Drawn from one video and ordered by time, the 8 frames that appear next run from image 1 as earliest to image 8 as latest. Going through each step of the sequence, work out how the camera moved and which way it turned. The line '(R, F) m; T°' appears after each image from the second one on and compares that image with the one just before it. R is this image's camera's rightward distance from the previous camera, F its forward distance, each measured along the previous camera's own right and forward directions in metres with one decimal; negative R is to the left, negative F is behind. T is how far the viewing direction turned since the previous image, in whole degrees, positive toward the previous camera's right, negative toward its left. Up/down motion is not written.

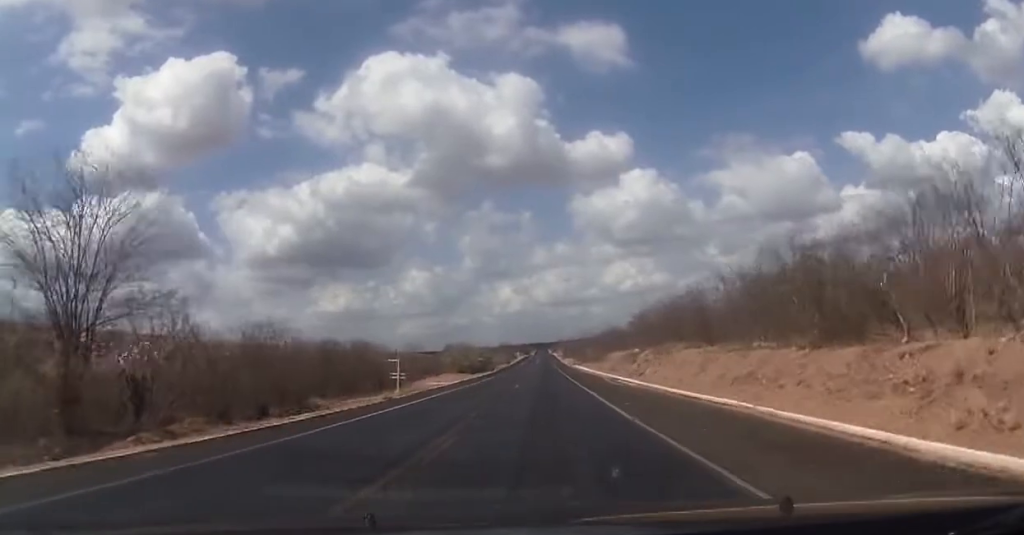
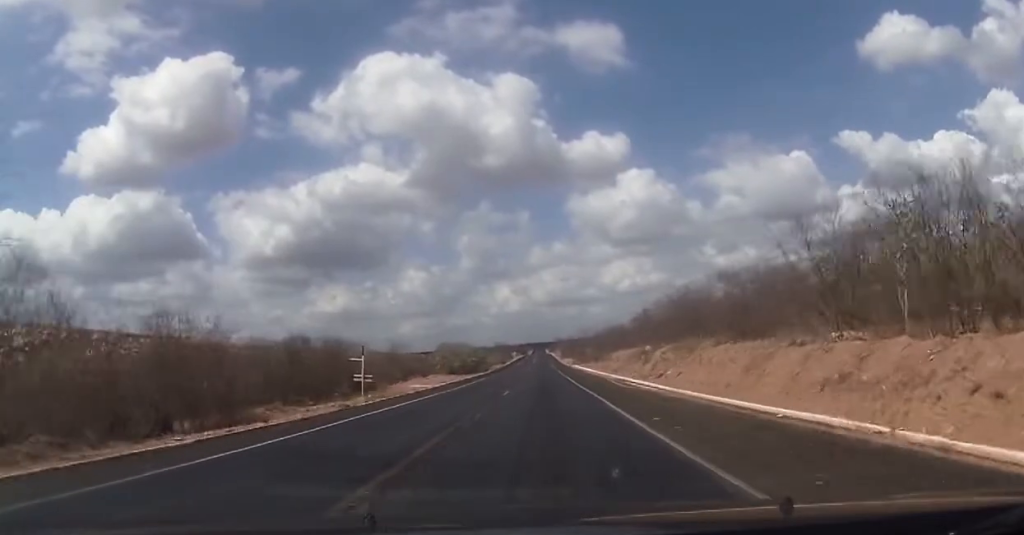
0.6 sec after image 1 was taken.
(0.0, +6.6) m; -1°
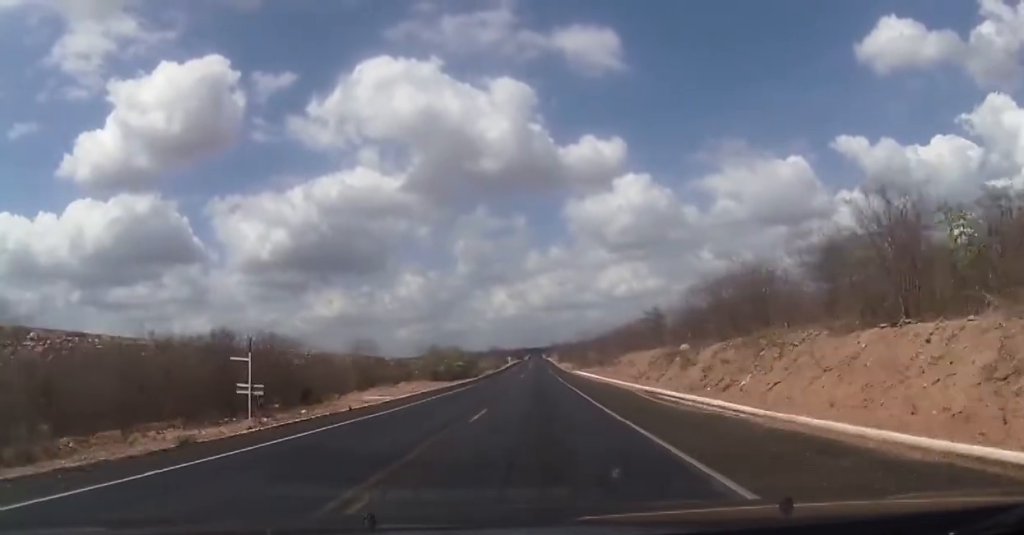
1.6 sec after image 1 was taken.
(-0.1, +12.0) m; 0°
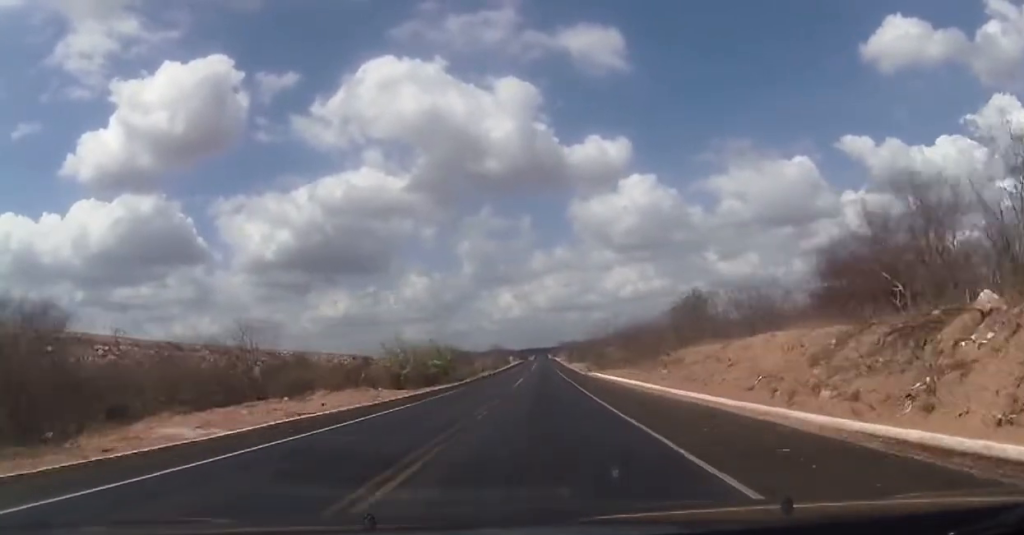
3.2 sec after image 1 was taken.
(+0.4, +22.5) m; +1°
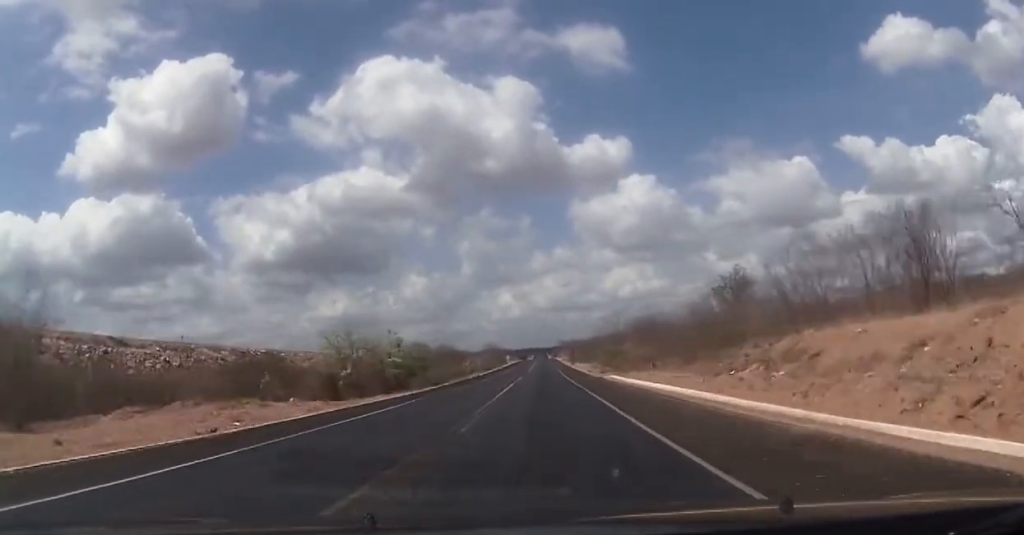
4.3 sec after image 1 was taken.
(-0.3, +17.2) m; -1°
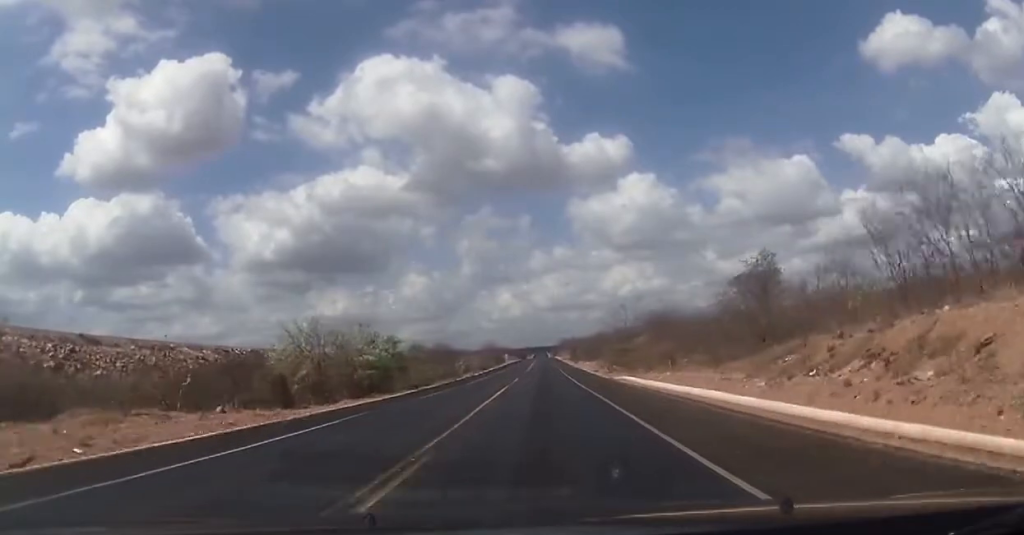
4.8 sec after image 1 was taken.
(-0.1, +7.5) m; 0°
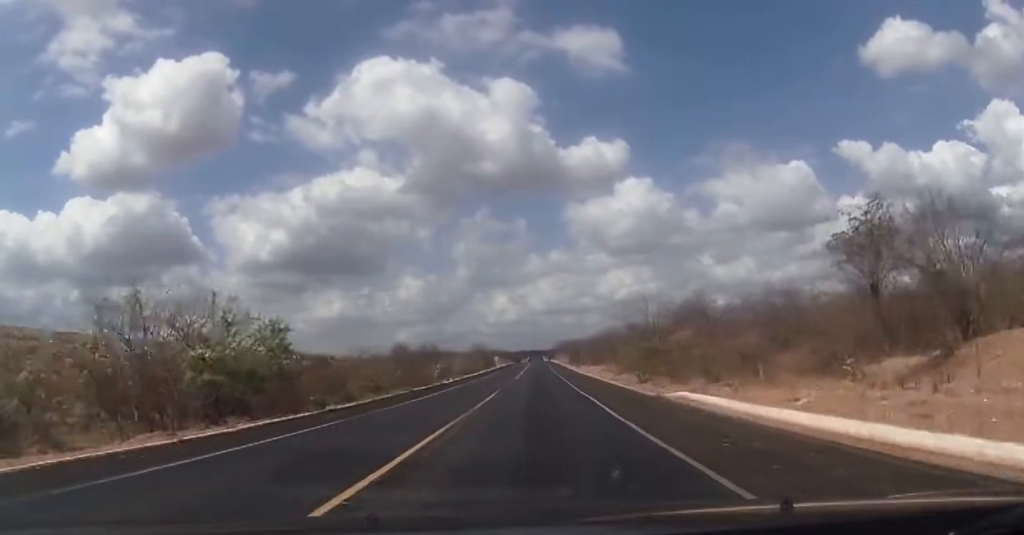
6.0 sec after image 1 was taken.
(+0.4, +19.5) m; +1°
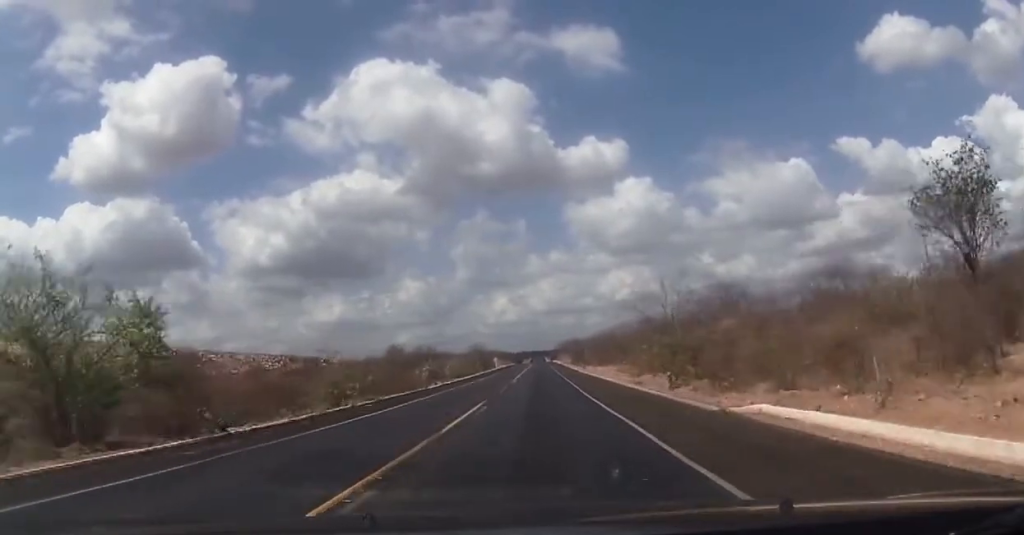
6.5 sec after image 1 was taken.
(0.0, +9.1) m; 0°
